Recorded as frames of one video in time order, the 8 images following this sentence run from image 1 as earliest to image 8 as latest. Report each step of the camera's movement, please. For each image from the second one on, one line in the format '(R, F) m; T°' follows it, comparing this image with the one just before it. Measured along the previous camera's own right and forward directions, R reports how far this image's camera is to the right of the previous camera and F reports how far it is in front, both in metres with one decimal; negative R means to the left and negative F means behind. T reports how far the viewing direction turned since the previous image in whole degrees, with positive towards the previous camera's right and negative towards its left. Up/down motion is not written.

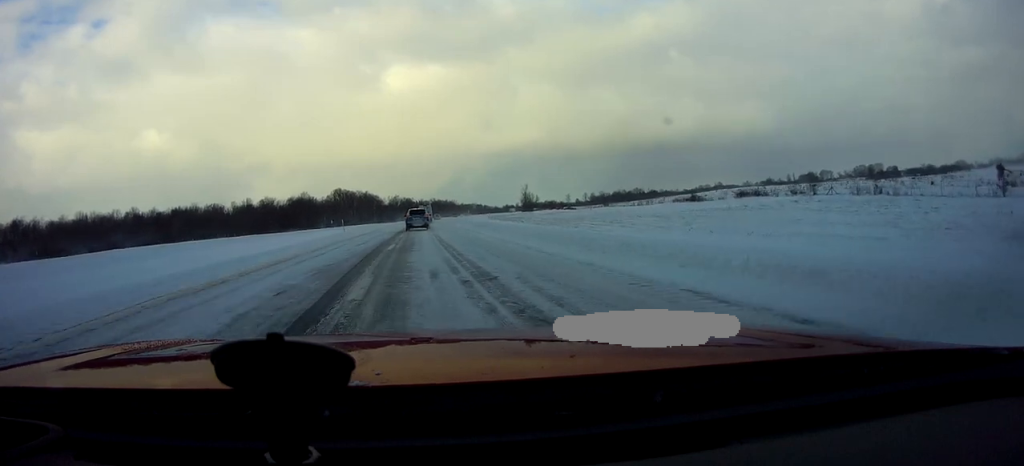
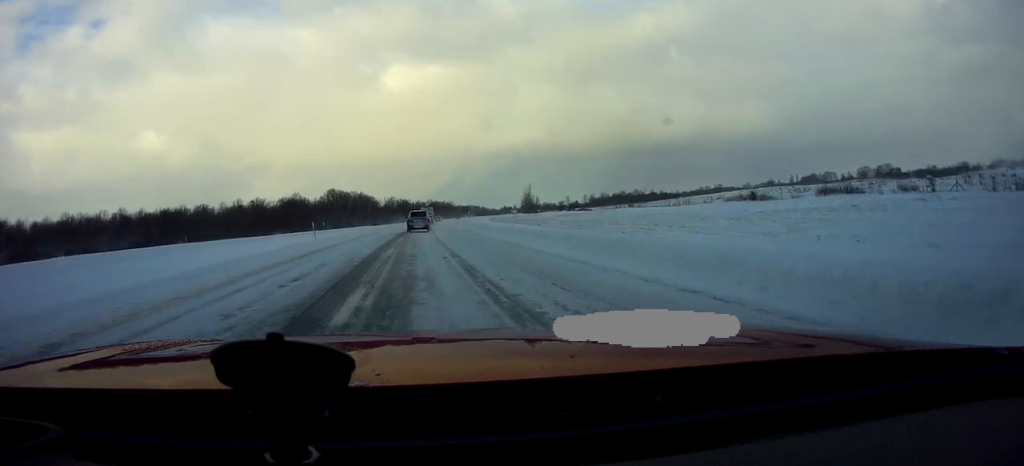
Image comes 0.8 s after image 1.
(0.0, +13.8) m; 0°
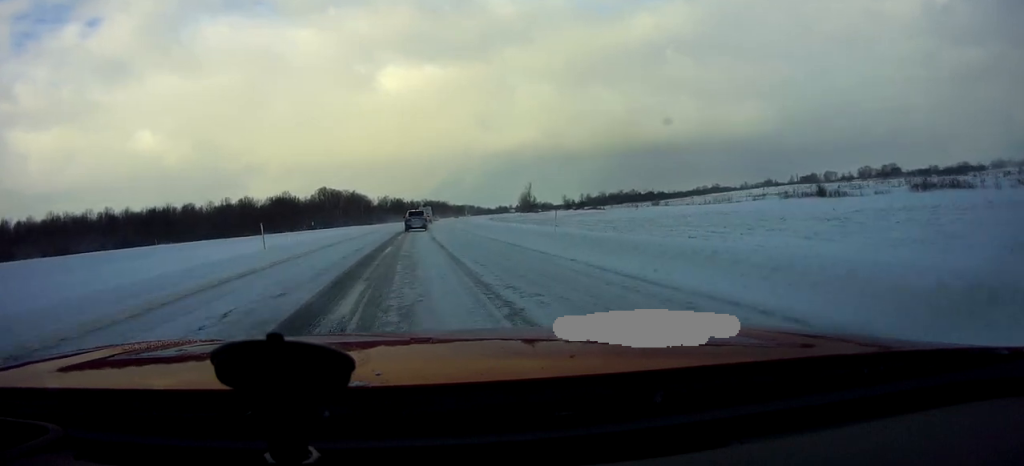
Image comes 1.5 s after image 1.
(0.0, +11.6) m; 0°
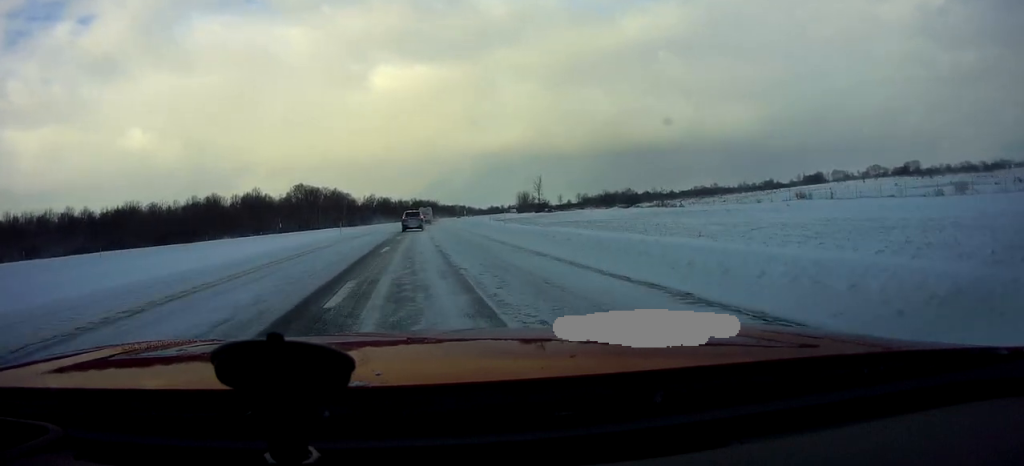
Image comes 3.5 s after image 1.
(+1.0, +36.0) m; +2°
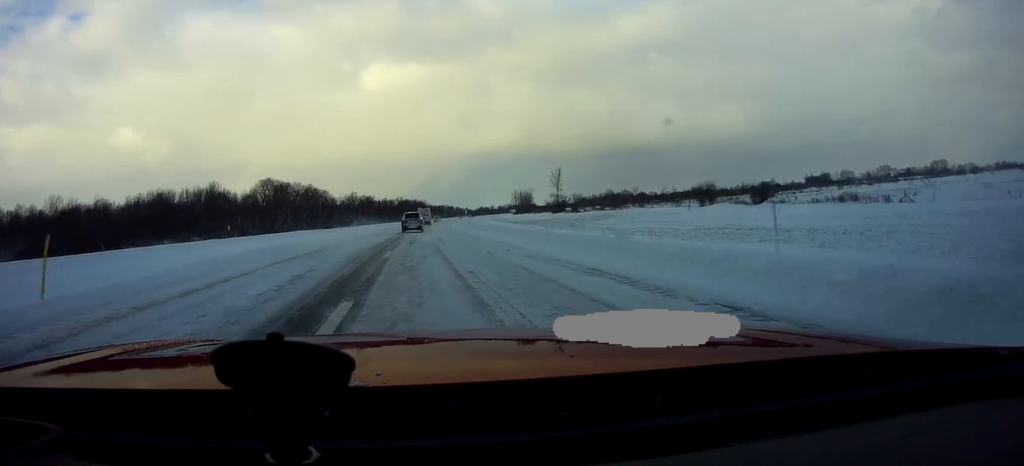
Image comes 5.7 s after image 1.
(+0.4, +39.2) m; +2°
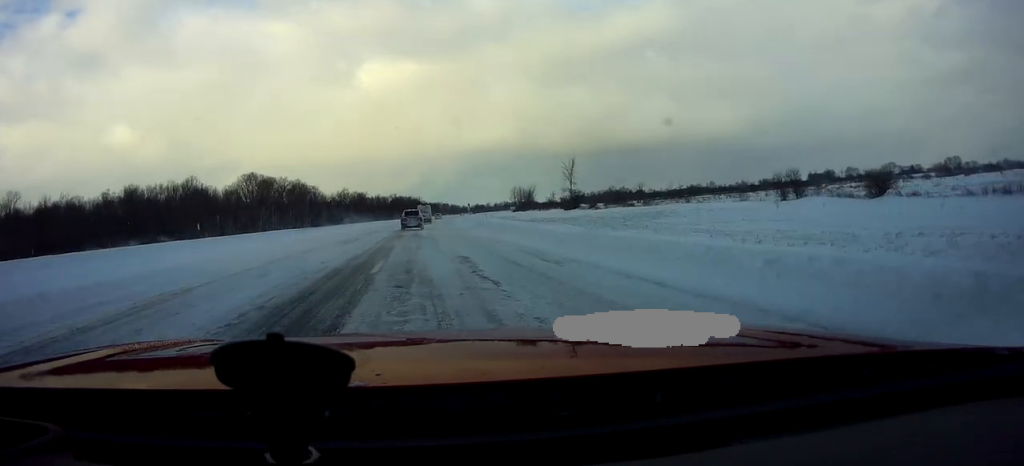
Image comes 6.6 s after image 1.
(+0.1, +17.1) m; +1°
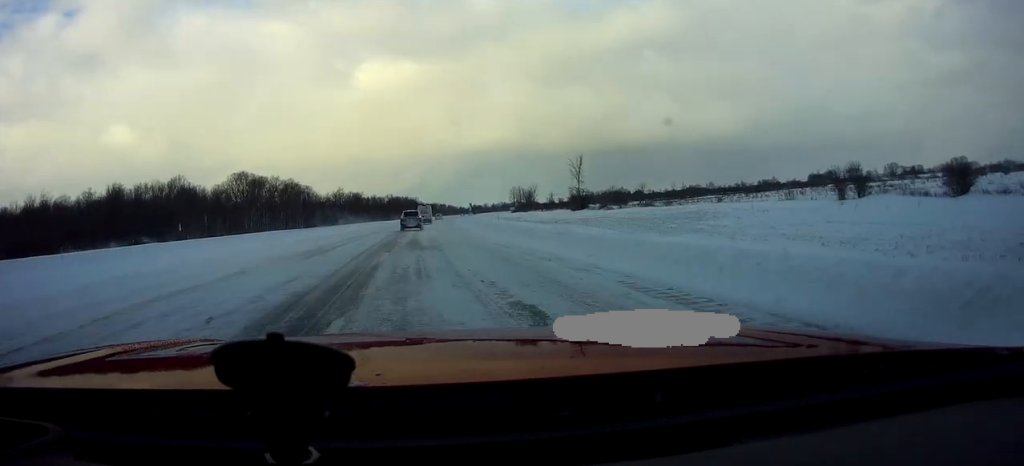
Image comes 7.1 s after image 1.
(0.0, +8.5) m; +1°
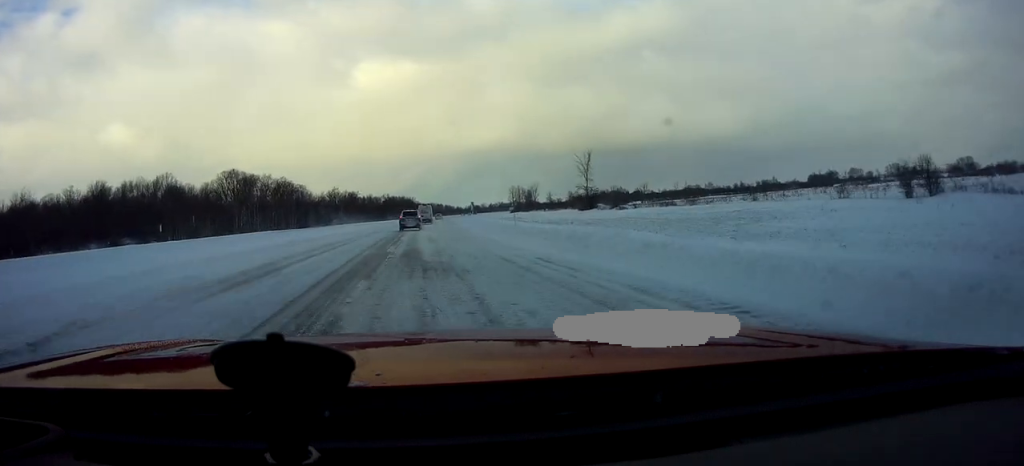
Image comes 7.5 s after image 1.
(+0.1, +7.9) m; 0°
